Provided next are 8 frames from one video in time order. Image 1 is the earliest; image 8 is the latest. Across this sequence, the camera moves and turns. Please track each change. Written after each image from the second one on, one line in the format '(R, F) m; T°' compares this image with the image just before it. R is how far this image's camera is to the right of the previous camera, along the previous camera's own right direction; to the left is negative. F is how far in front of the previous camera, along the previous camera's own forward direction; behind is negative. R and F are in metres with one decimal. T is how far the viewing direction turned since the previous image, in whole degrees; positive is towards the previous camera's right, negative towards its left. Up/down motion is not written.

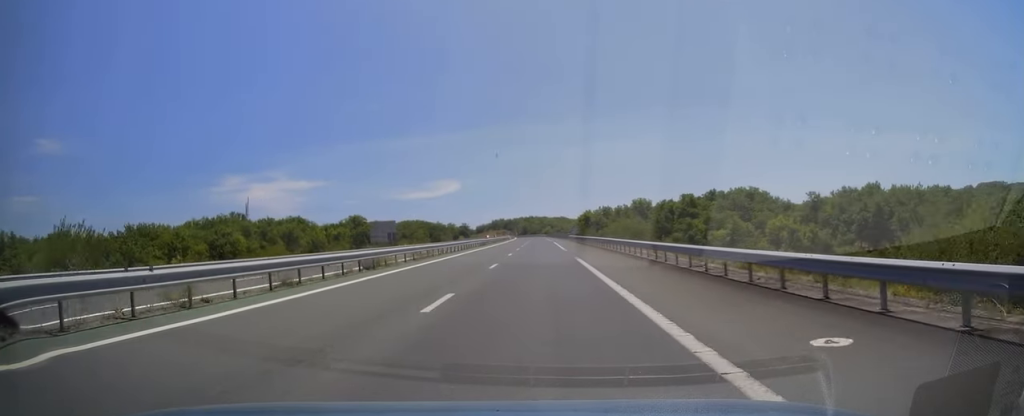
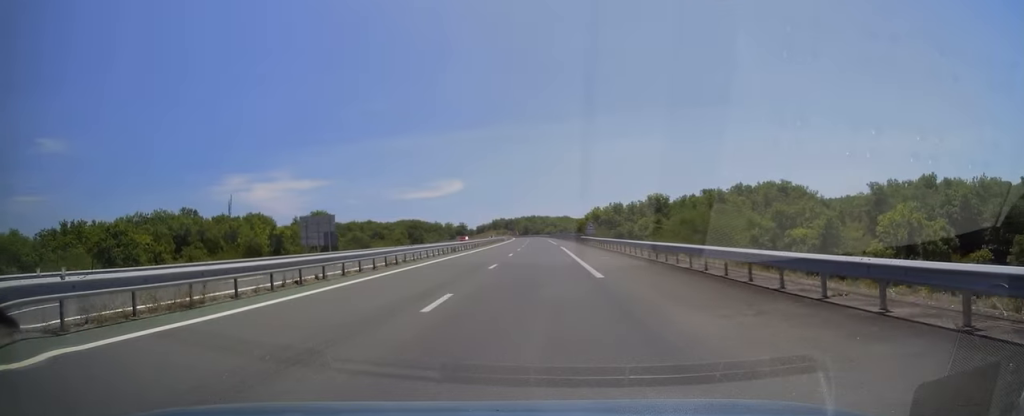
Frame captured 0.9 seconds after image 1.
(-0.3, +26.0) m; -1°
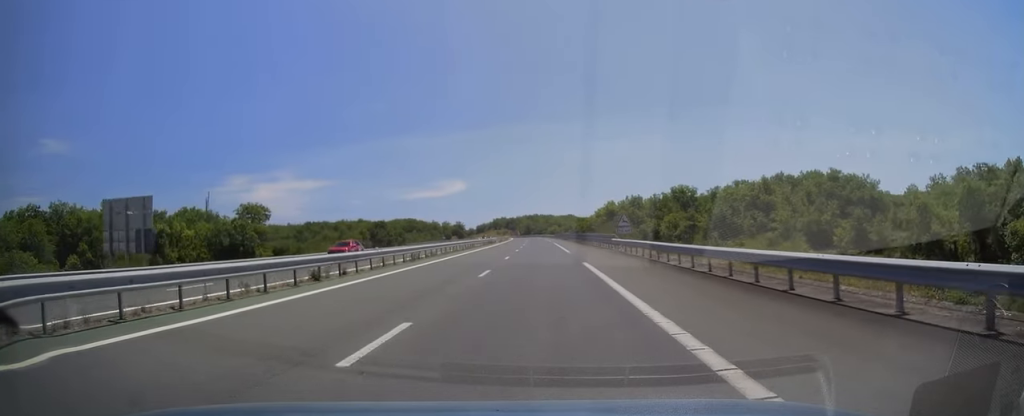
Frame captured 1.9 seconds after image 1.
(-0.1, +30.4) m; 0°
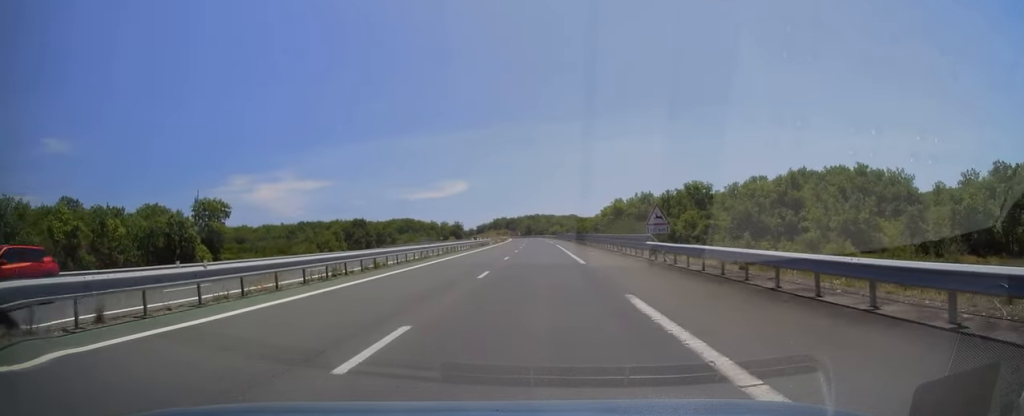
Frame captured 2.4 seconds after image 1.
(0.0, +13.3) m; 0°
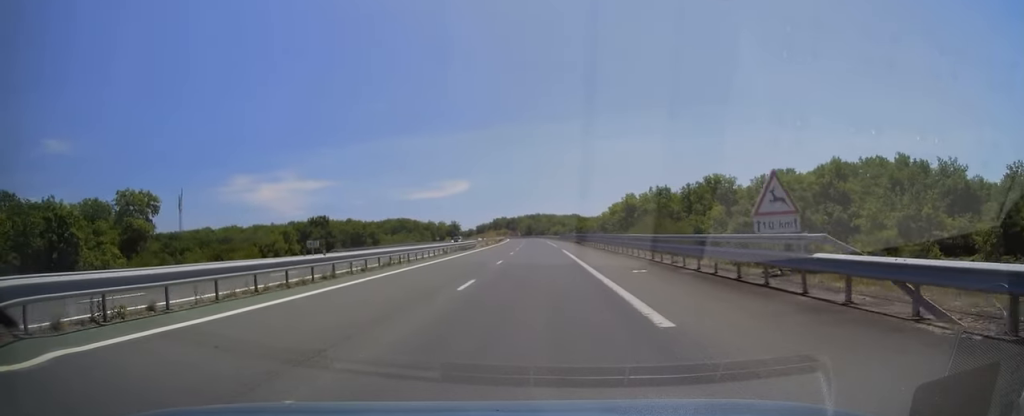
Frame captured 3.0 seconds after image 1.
(0.0, +17.2) m; 0°
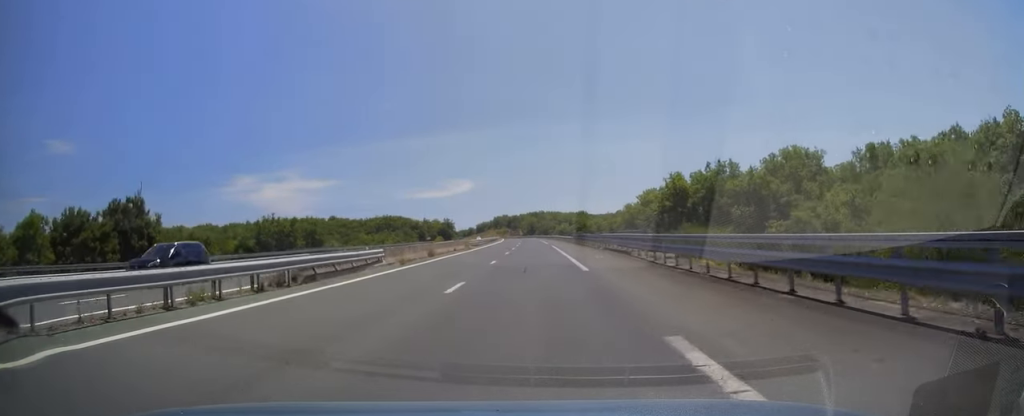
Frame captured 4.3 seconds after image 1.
(-0.3, +39.7) m; -1°
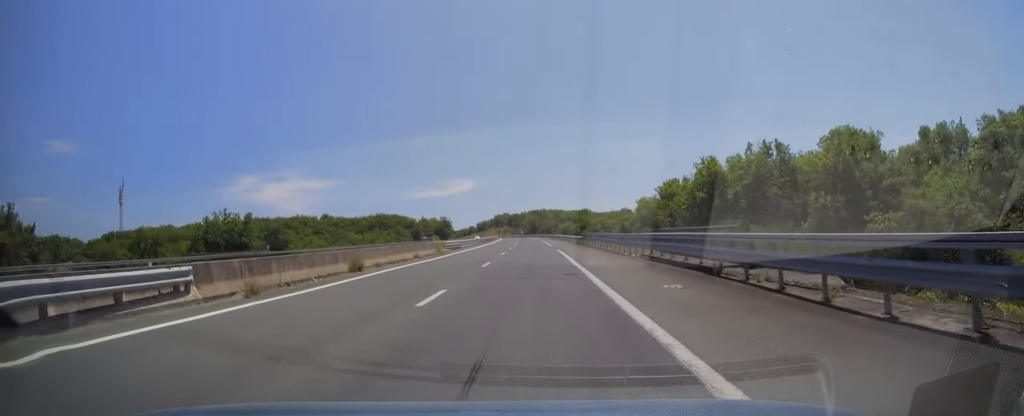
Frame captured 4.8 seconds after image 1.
(-0.2, +15.7) m; 0°
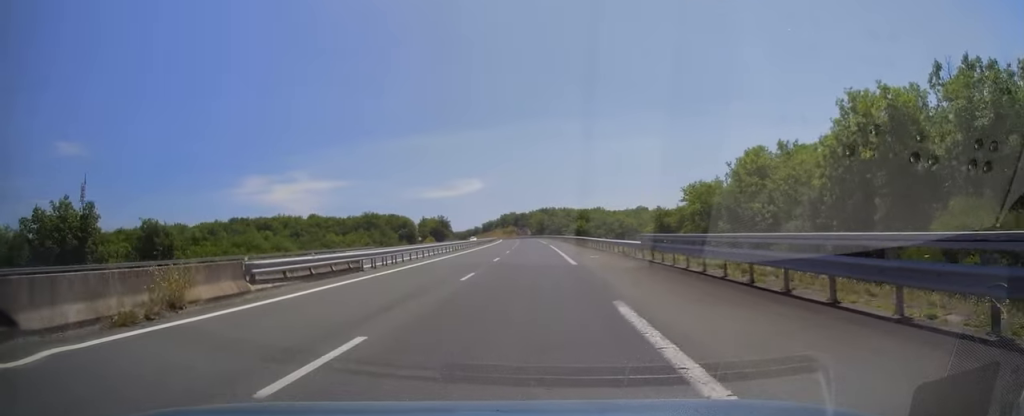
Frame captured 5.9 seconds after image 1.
(+0.2, +32.4) m; 0°
